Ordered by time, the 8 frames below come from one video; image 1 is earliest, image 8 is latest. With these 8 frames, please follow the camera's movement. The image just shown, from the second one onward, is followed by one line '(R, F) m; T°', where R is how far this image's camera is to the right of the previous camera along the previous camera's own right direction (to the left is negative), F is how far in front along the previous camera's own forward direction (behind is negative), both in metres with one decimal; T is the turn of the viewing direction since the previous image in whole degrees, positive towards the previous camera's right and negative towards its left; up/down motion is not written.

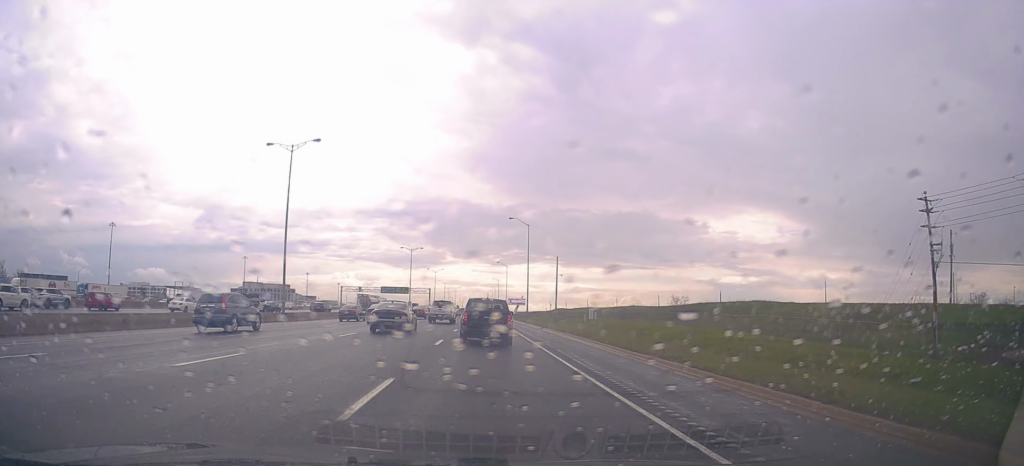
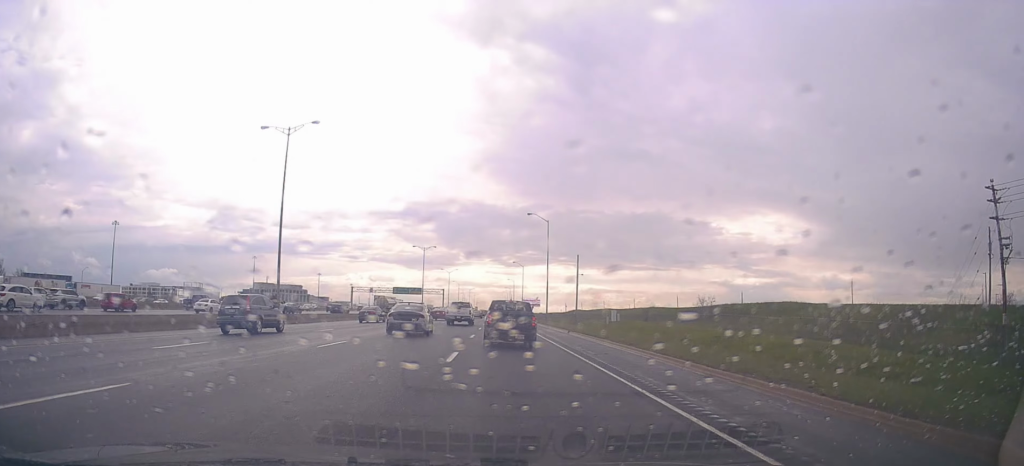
(-0.2, +5.7) m; -2°
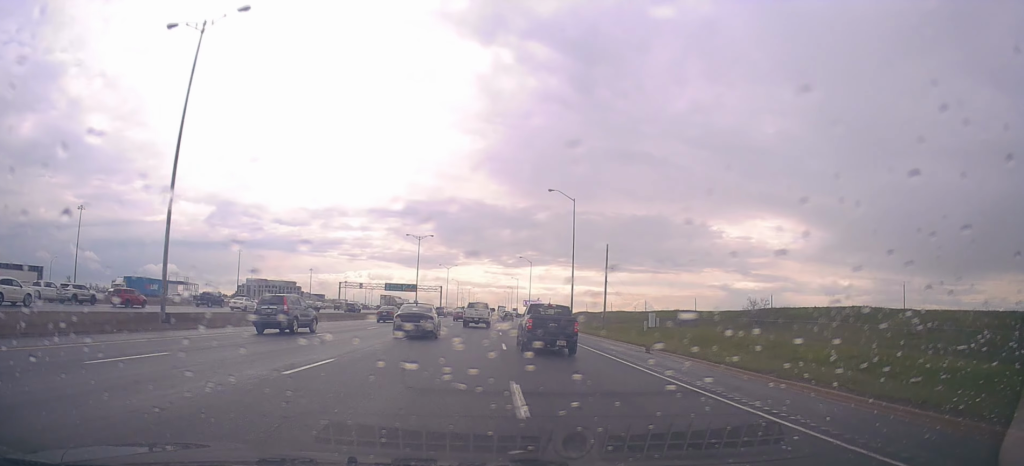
(-0.3, +18.7) m; -1°
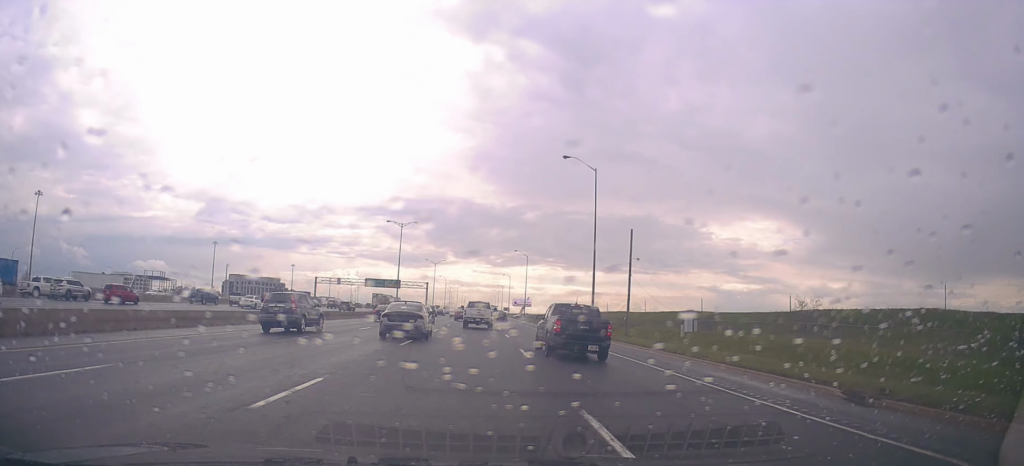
(+0.1, +15.9) m; +1°
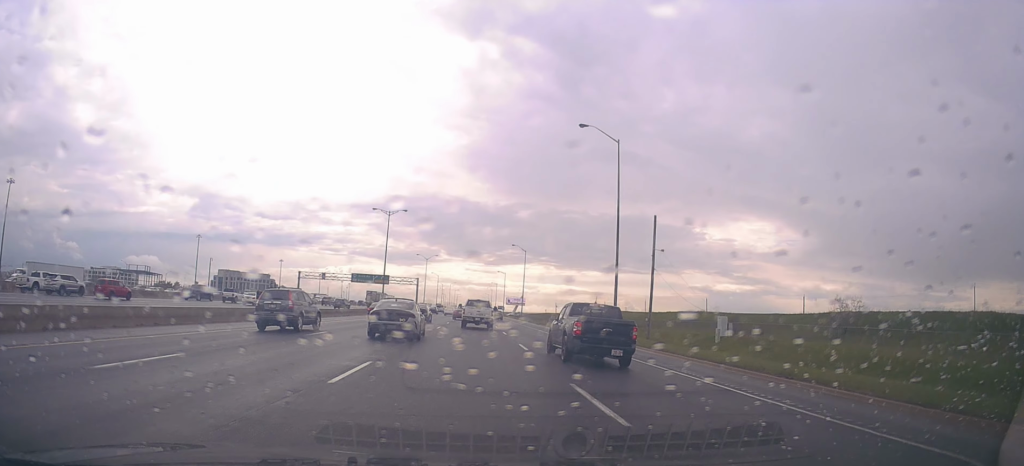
(+0.1, +9.2) m; +1°
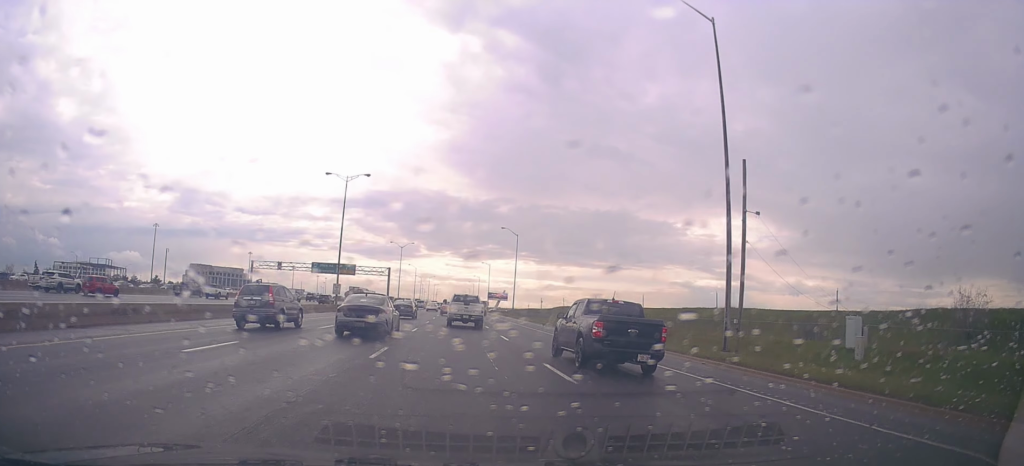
(+0.4, +20.0) m; +1°
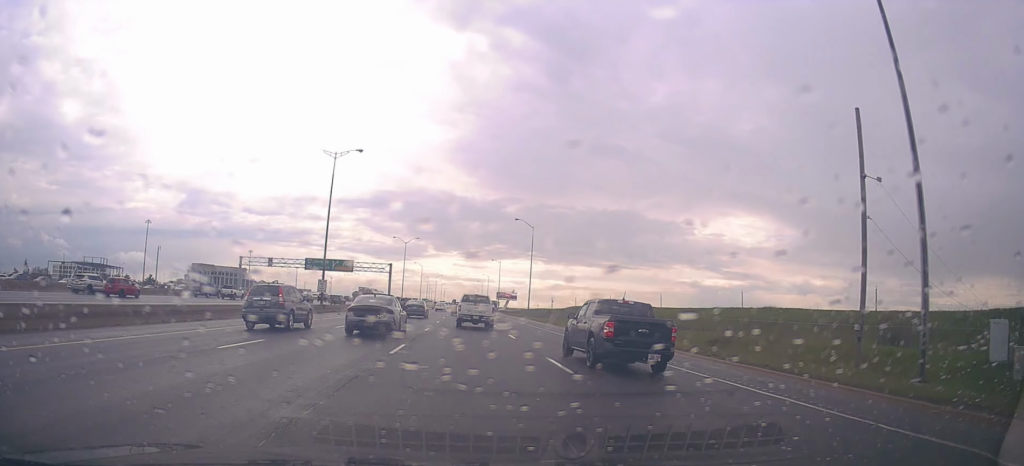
(-0.1, +10.7) m; +1°
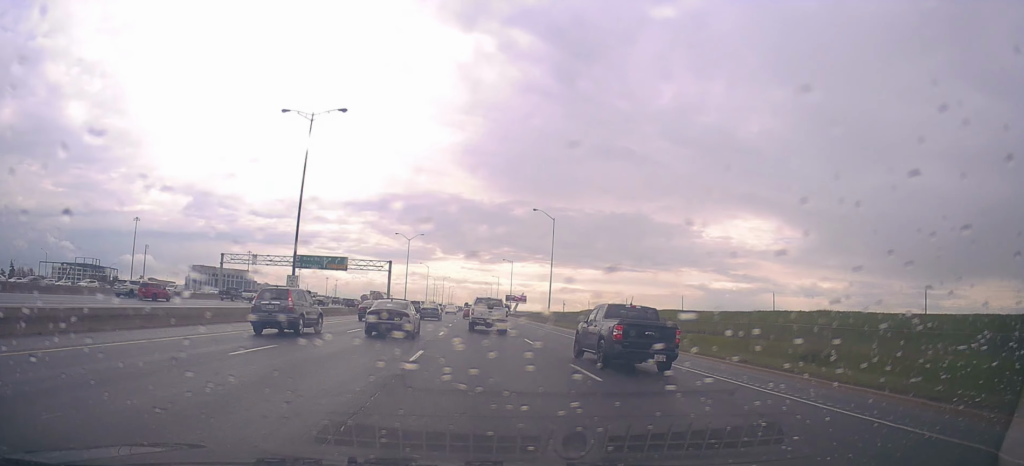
(+0.2, +13.0) m; -1°
